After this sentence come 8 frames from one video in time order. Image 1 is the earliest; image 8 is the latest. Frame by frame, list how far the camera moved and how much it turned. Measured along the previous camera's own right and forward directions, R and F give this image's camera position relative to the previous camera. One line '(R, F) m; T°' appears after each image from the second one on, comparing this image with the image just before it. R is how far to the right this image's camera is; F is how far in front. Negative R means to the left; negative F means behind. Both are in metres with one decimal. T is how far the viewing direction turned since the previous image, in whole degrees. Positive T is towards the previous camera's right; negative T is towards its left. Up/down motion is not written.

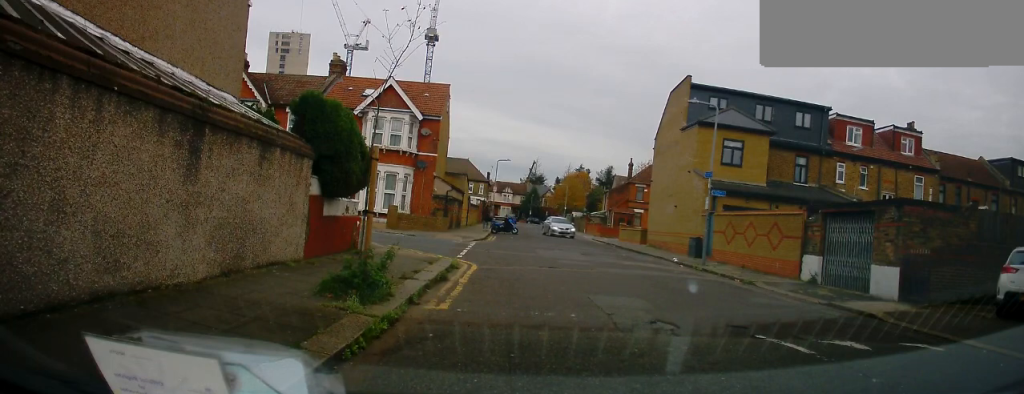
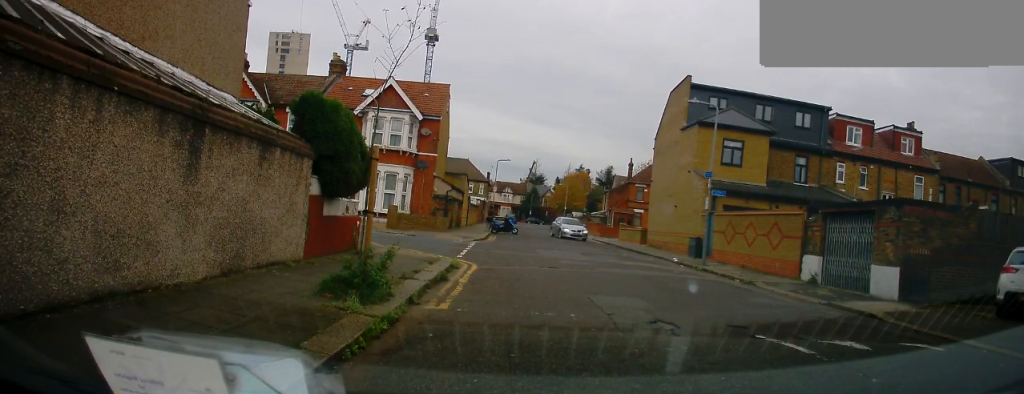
(0.0, 0.0) m; 0°
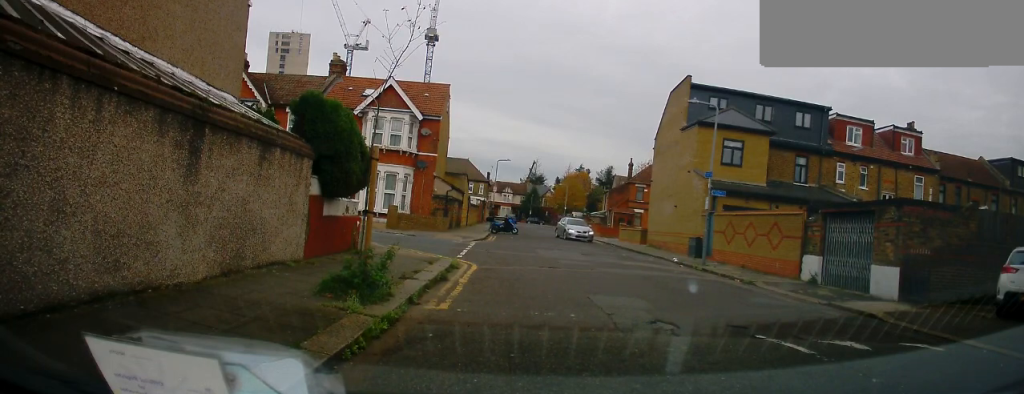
(0.0, 0.0) m; 0°
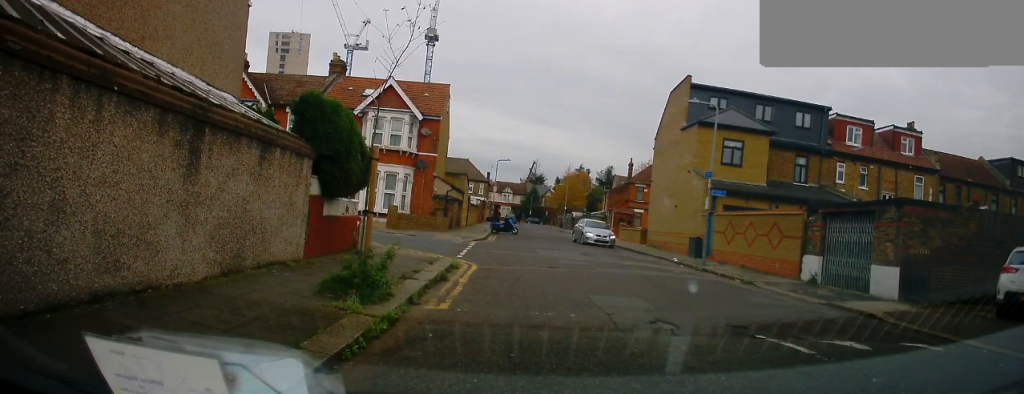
(0.0, 0.0) m; 0°
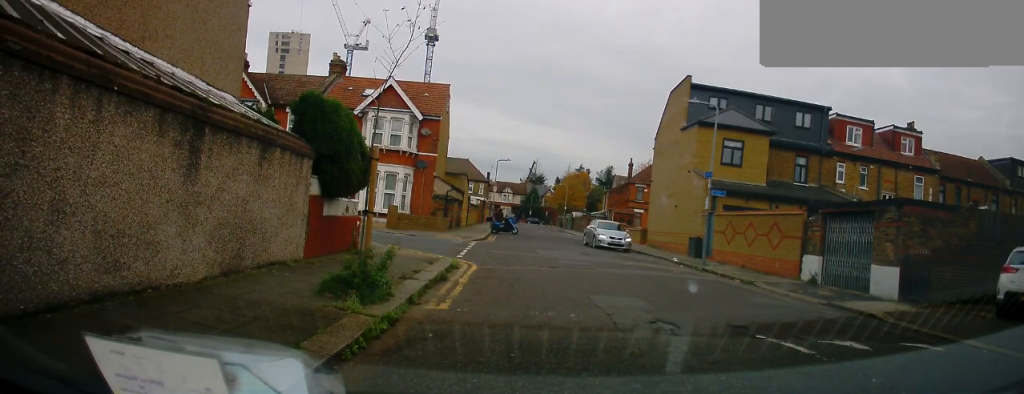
(0.0, 0.0) m; 0°
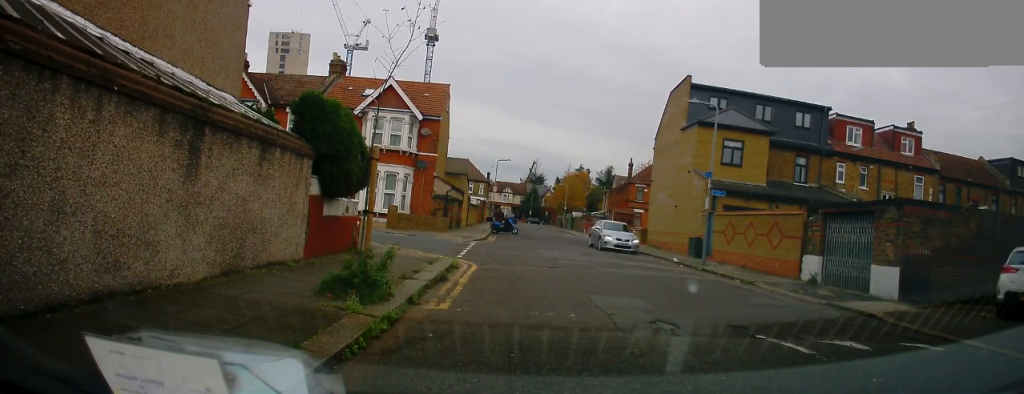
(0.0, 0.0) m; 0°
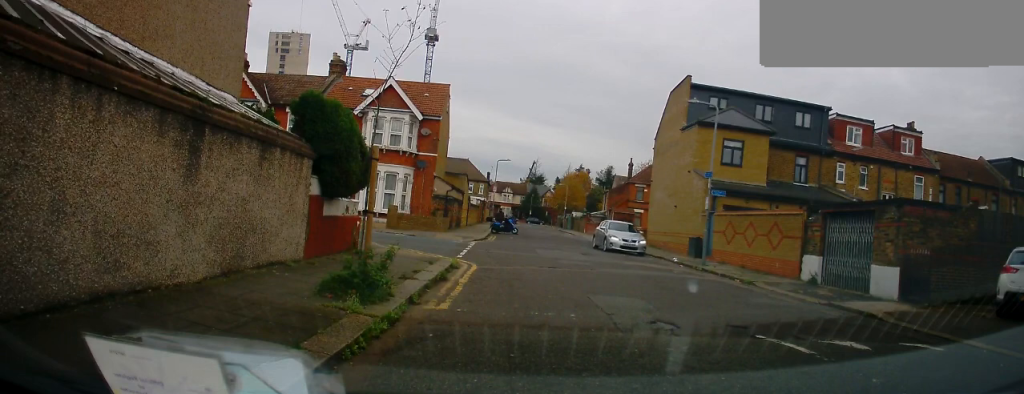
(0.0, 0.0) m; 0°
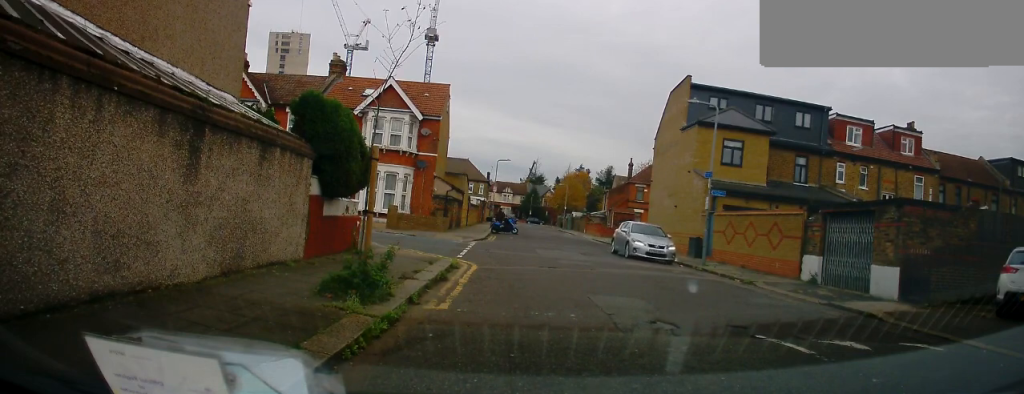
(0.0, 0.0) m; 0°
